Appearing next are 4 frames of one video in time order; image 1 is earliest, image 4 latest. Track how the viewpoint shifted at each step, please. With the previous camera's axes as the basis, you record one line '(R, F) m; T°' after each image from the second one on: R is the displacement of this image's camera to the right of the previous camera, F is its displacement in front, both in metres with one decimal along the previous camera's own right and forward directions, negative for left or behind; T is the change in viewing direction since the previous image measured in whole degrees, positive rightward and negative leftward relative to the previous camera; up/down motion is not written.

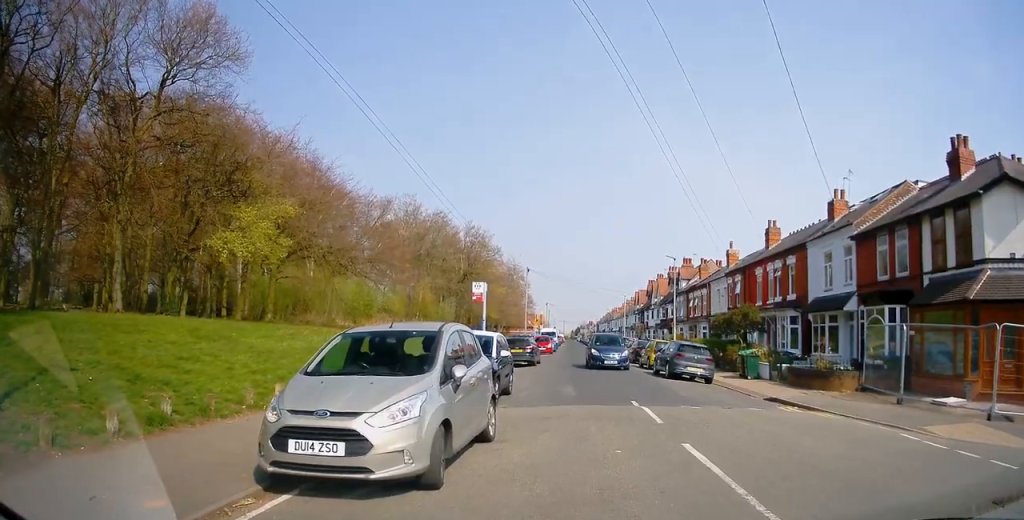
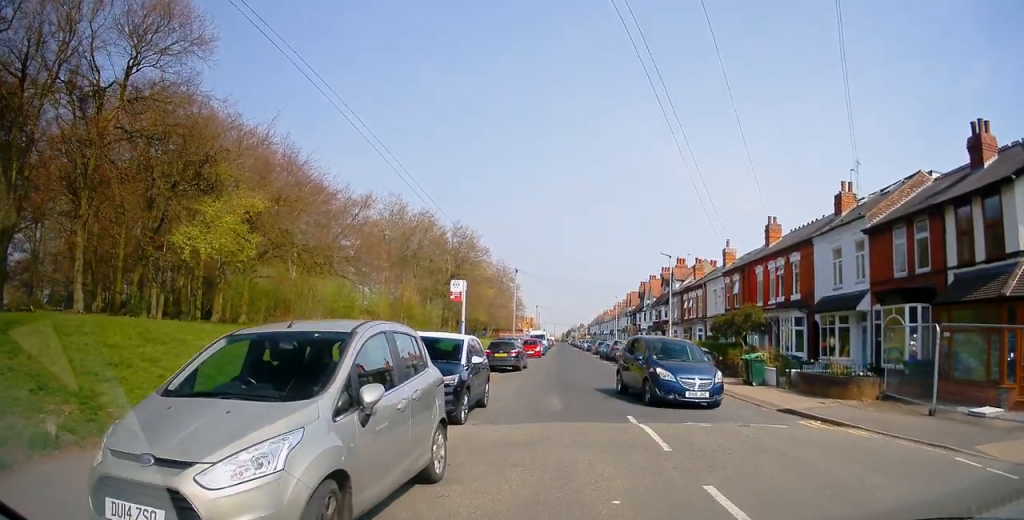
(+0.3, +3.5) m; +2°
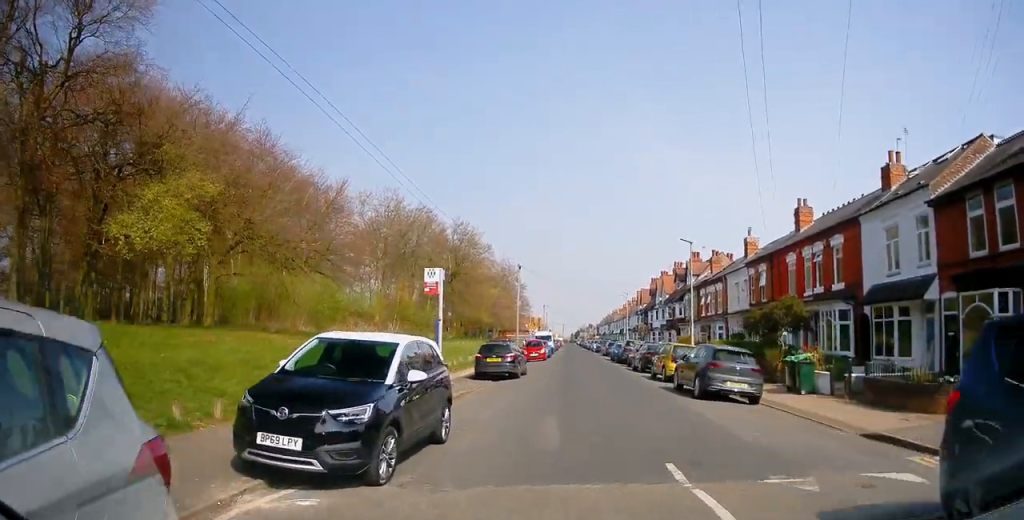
(-0.3, +4.0) m; -1°
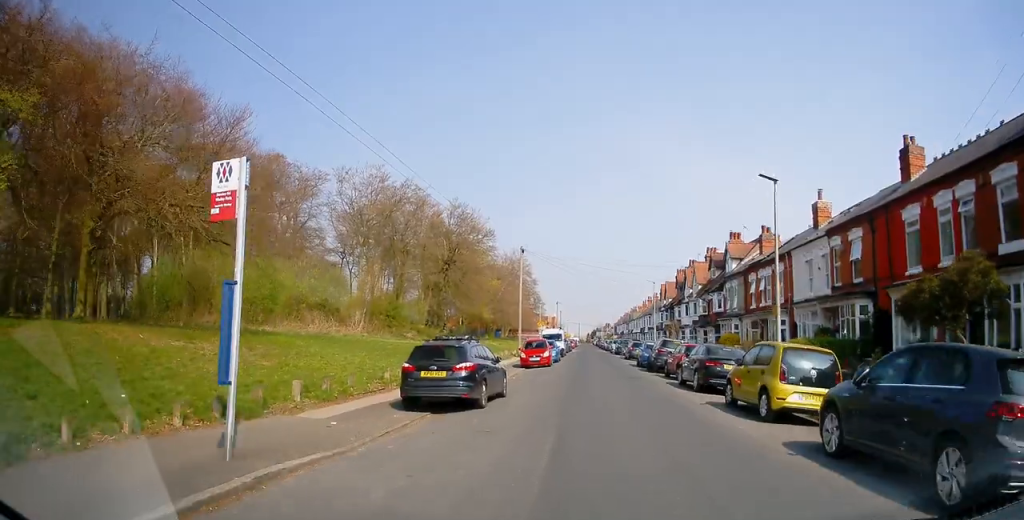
(+0.5, +8.9) m; +4°
